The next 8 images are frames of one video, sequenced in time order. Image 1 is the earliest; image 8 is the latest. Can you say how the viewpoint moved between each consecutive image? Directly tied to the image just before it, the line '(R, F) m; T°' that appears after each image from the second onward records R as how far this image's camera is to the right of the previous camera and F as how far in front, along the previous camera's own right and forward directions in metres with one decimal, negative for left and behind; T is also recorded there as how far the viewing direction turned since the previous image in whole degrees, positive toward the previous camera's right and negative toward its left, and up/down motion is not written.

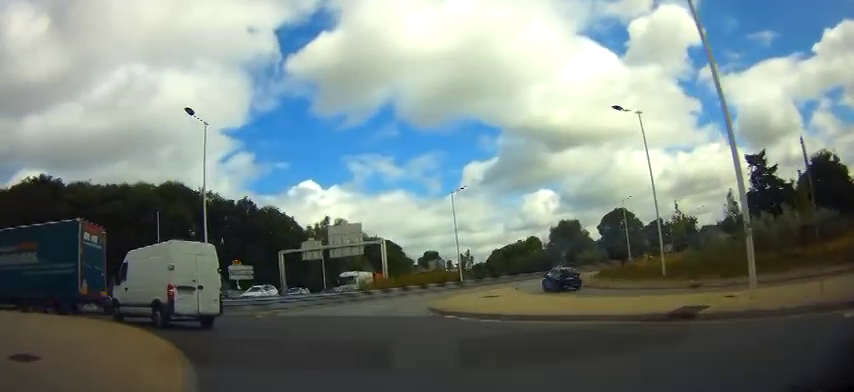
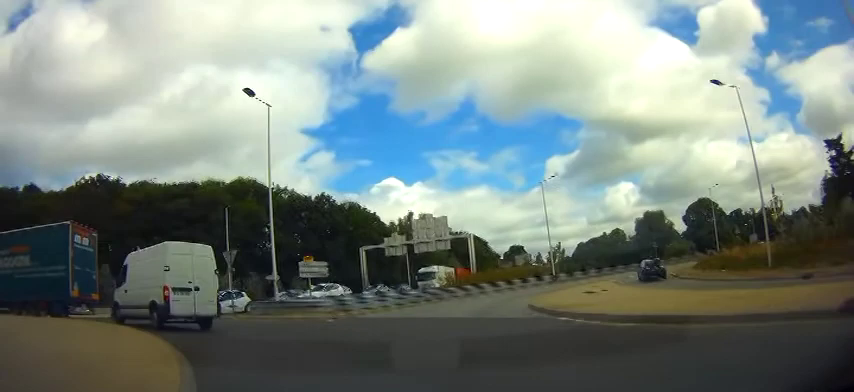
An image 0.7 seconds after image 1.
(-0.4, +3.1) m; -8°
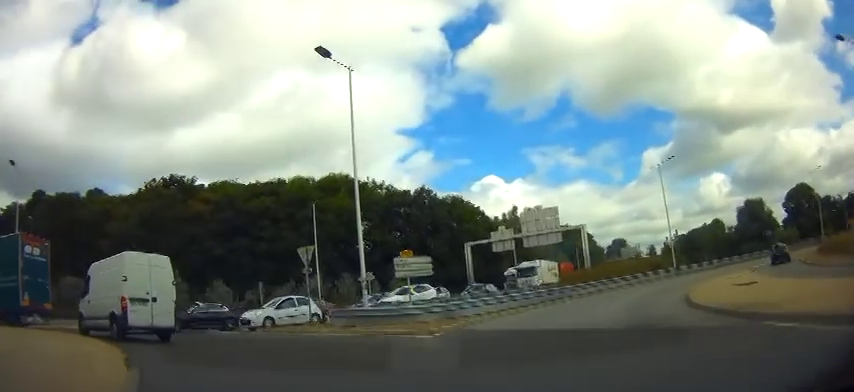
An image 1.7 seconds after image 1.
(-0.4, +5.0) m; -12°
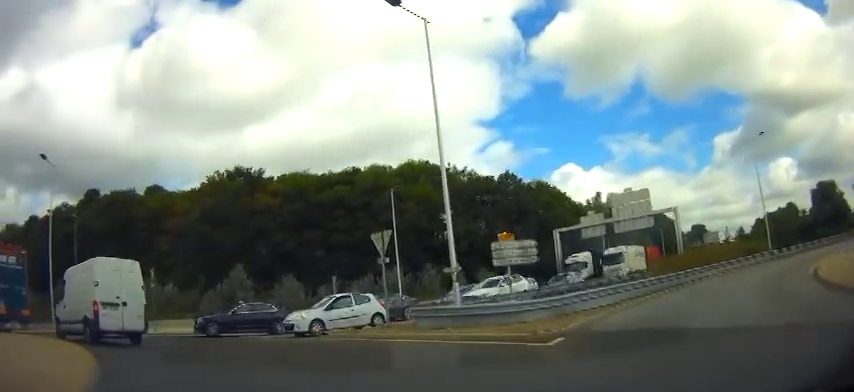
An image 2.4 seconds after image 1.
(-0.3, +3.7) m; -9°
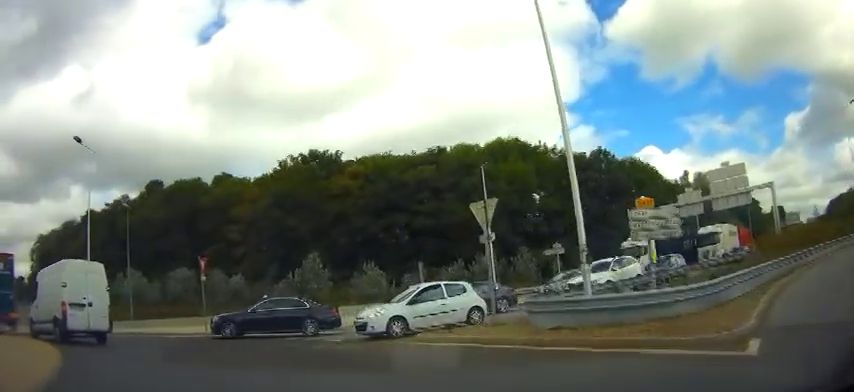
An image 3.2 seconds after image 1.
(-0.3, +4.0) m; -11°
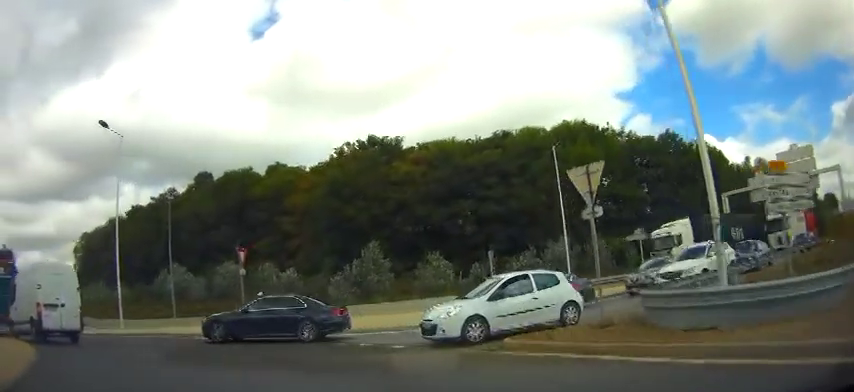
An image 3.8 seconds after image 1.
(-0.1, +3.0) m; -9°
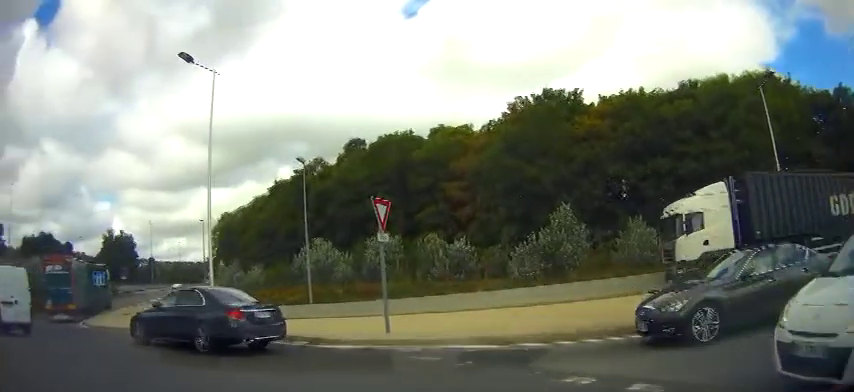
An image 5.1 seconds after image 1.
(-1.8, +7.3) m; -27°
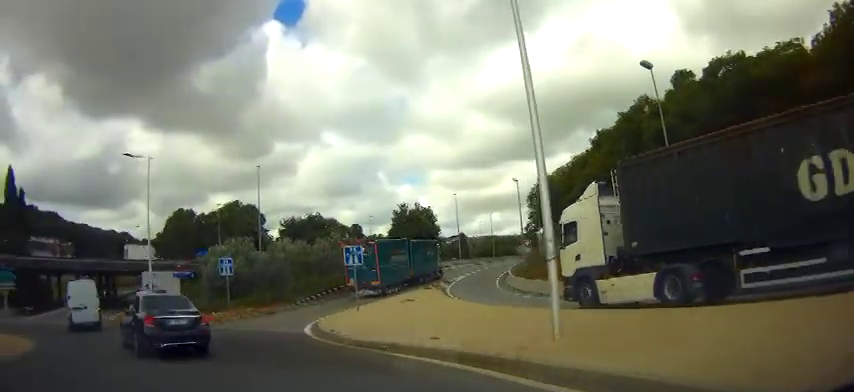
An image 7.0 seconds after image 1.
(-2.0, +10.7) m; -25°
